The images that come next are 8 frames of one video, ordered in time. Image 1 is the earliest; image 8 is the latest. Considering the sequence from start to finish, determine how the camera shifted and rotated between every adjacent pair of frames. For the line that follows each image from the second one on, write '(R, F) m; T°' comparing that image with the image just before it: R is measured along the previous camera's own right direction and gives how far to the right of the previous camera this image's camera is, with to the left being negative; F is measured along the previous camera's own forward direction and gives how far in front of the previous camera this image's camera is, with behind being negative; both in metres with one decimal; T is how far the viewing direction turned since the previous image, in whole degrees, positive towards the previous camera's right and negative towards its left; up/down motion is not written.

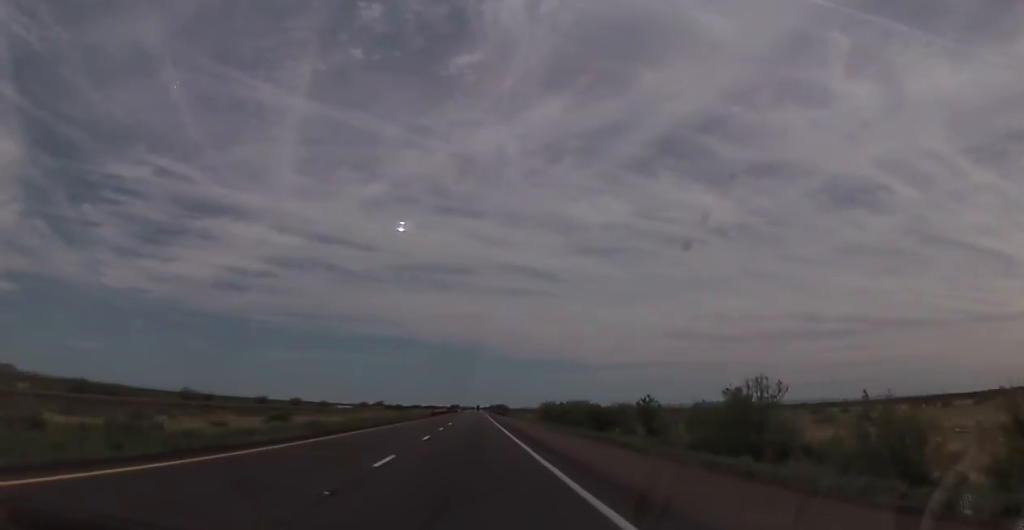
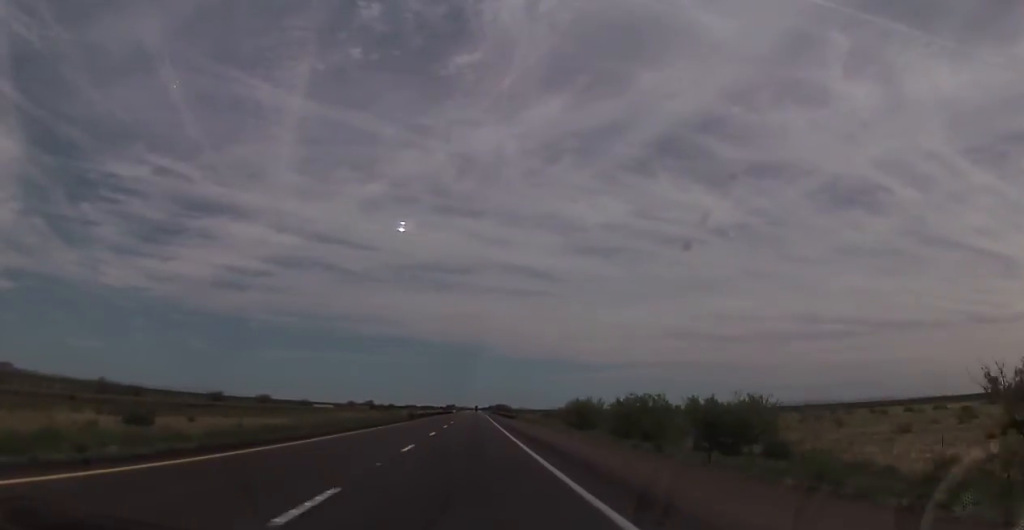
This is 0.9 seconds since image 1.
(+0.3, +31.4) m; 0°
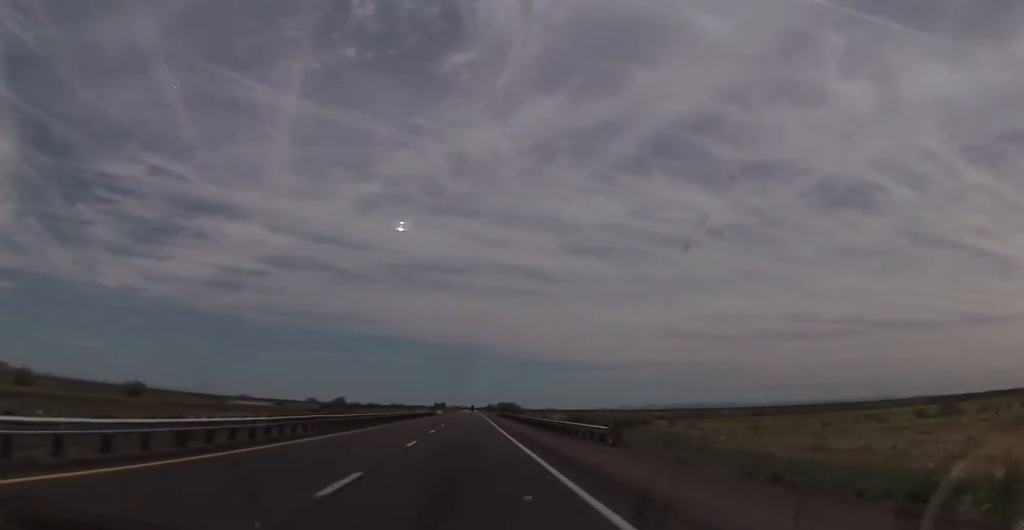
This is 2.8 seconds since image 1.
(-0.5, +69.9) m; -1°
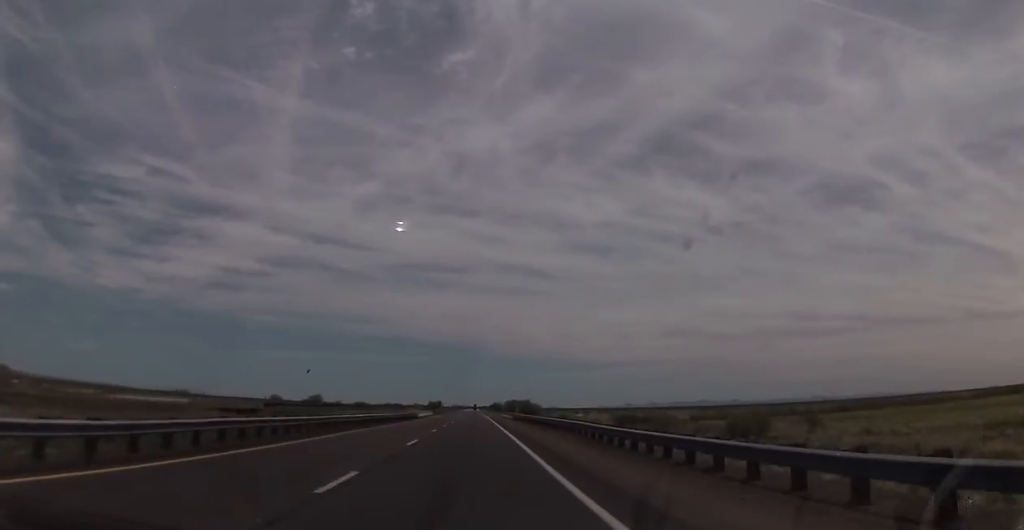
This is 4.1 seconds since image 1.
(0.0, +48.1) m; 0°
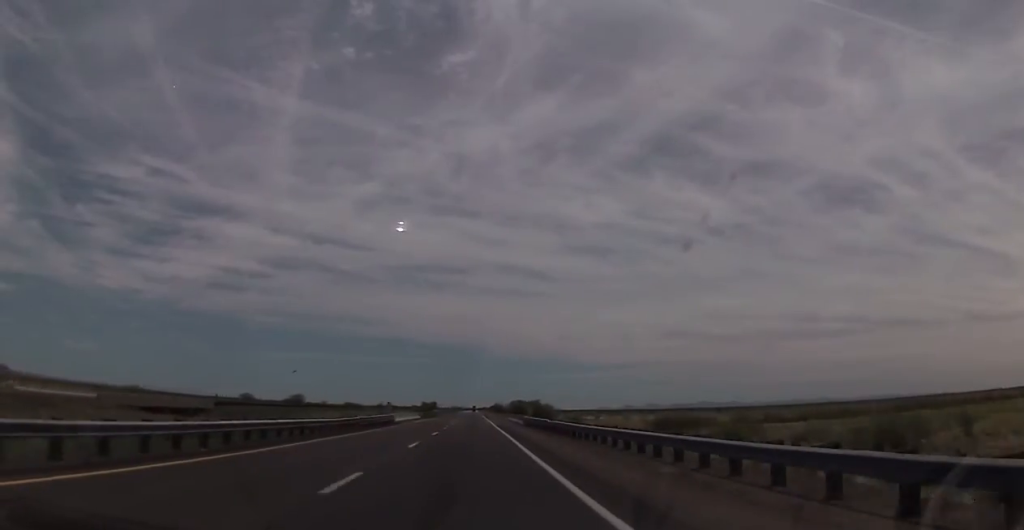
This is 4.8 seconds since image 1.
(0.0, +24.1) m; 0°
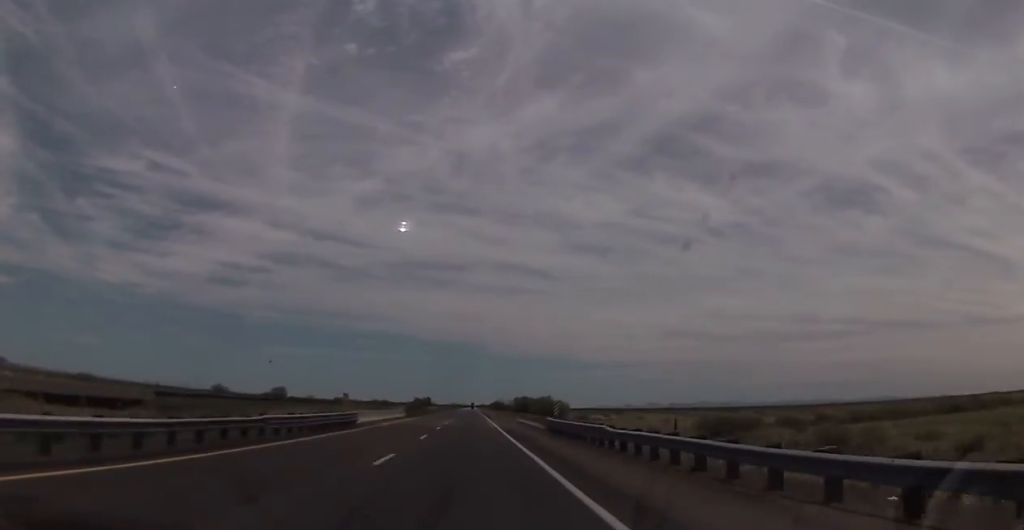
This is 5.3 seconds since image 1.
(0.0, +19.2) m; 0°
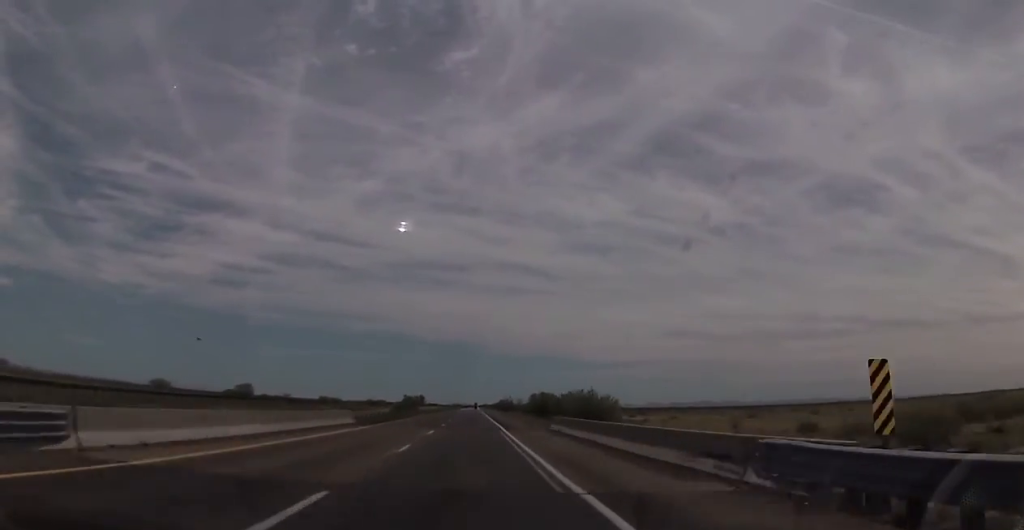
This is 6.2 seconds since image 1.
(-0.1, +32.5) m; 0°
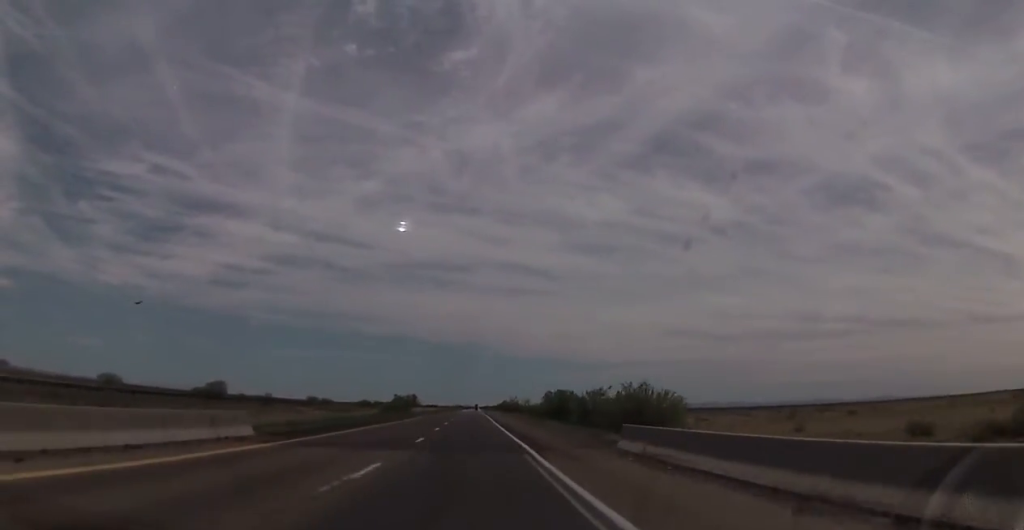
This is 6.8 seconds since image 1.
(0.0, +19.3) m; 0°
